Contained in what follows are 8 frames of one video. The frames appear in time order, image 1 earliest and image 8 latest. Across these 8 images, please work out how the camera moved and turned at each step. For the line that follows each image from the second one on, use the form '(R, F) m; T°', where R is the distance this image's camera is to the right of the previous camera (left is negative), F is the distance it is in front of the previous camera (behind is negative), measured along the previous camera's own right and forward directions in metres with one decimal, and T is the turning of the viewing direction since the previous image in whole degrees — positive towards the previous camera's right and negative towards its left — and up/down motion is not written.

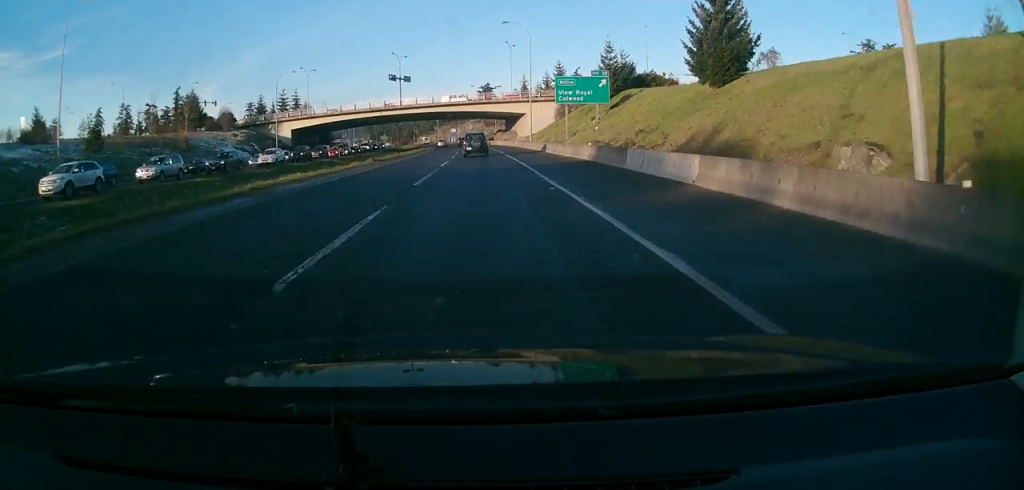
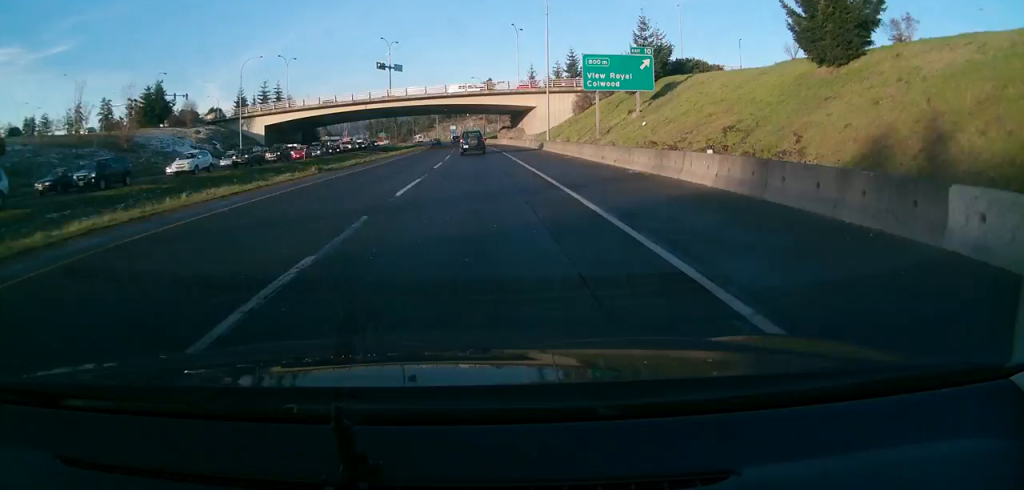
(0.0, +16.1) m; 0°
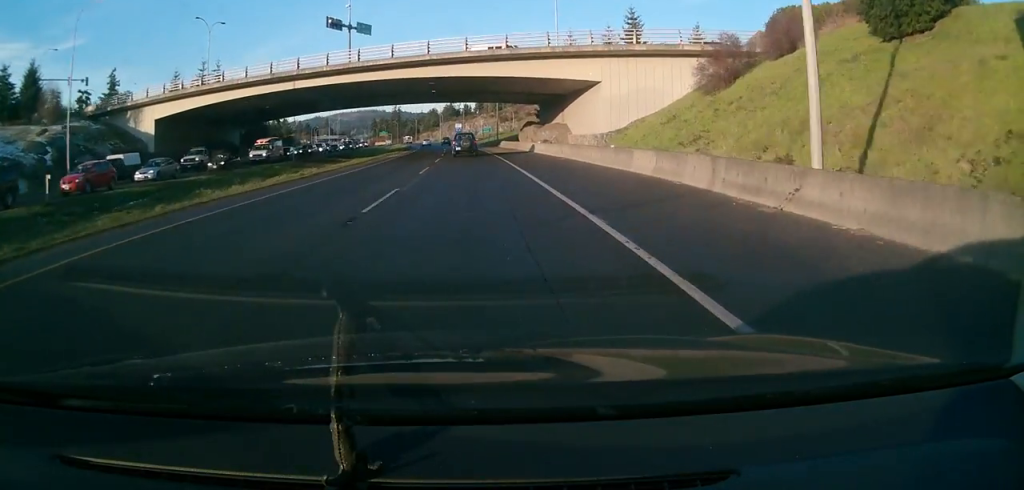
(+0.4, +40.7) m; 0°
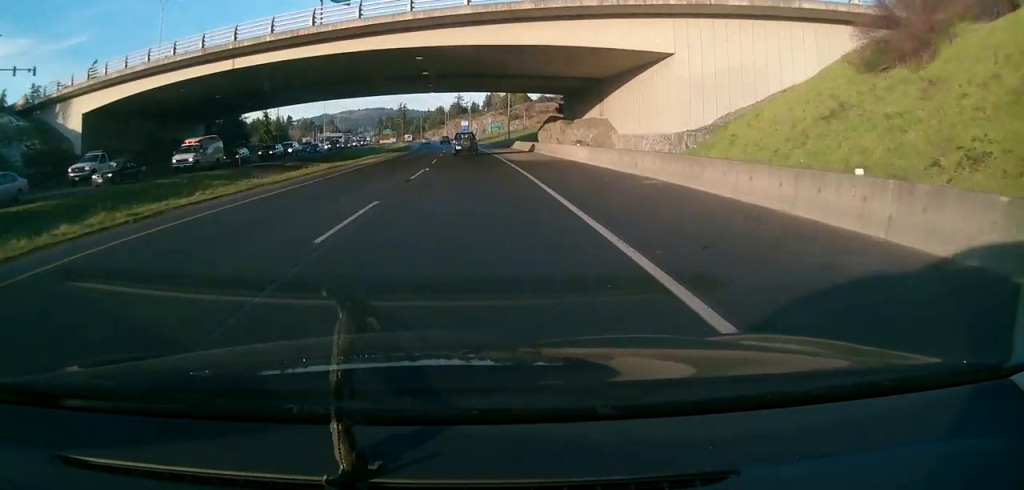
(+0.1, +15.5) m; -1°
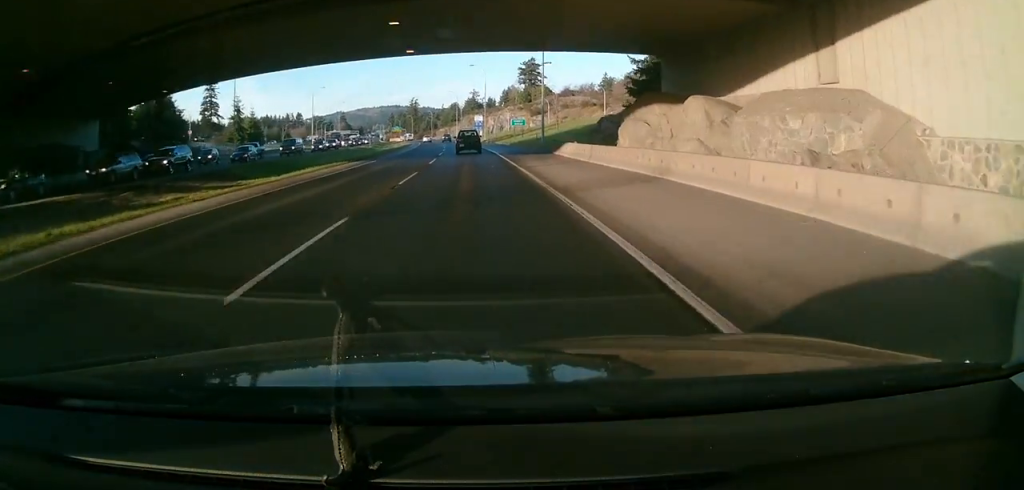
(-0.6, +27.8) m; -1°
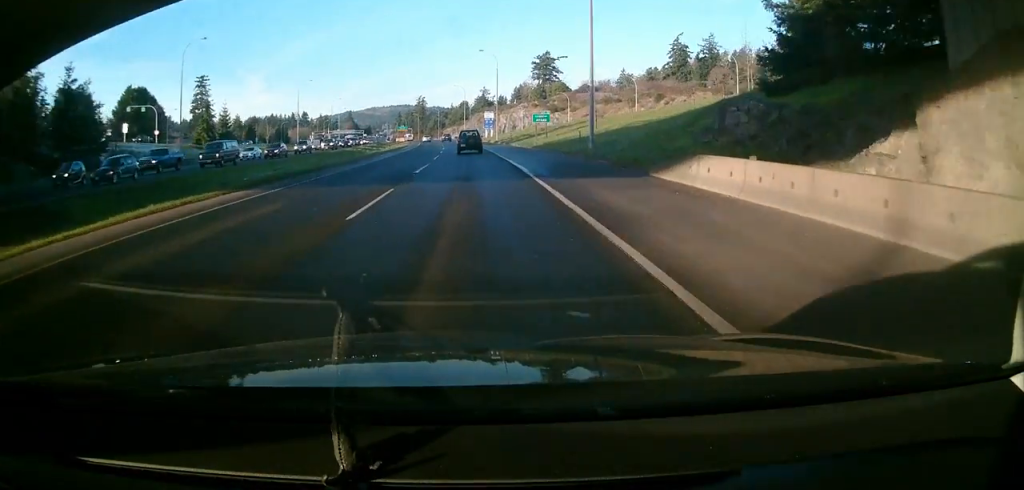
(0.0, +19.8) m; 0°
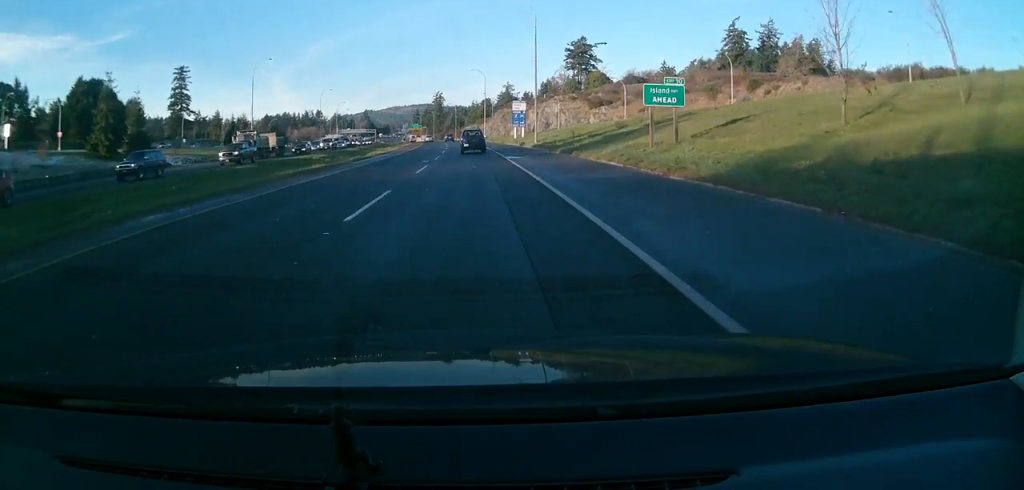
(-0.6, +38.1) m; -2°
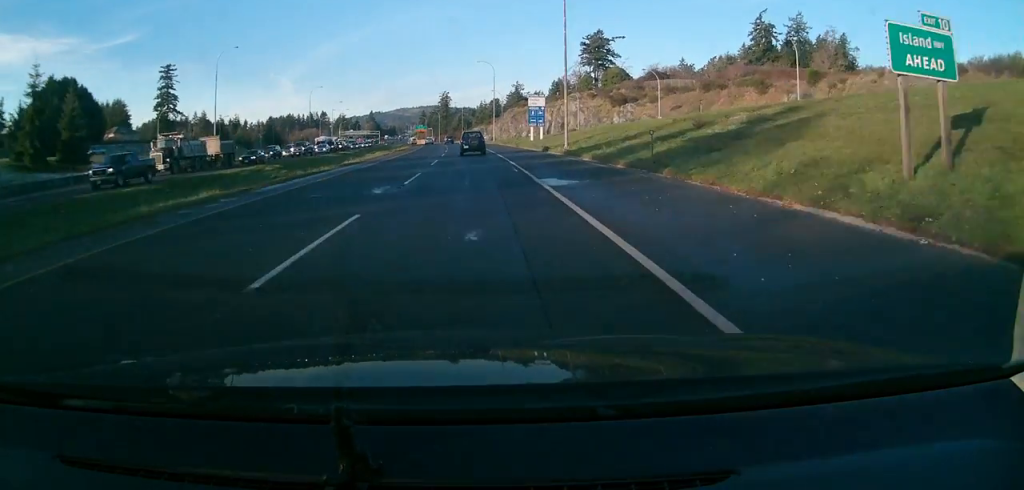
(-0.2, +16.6) m; -1°
